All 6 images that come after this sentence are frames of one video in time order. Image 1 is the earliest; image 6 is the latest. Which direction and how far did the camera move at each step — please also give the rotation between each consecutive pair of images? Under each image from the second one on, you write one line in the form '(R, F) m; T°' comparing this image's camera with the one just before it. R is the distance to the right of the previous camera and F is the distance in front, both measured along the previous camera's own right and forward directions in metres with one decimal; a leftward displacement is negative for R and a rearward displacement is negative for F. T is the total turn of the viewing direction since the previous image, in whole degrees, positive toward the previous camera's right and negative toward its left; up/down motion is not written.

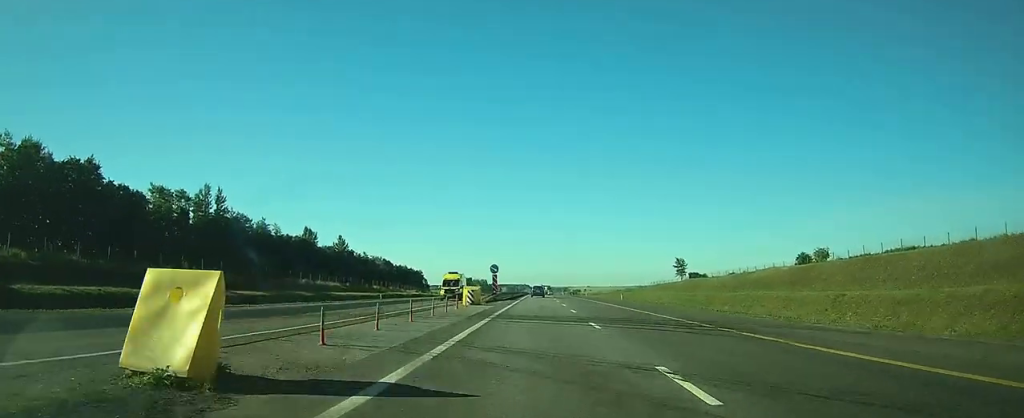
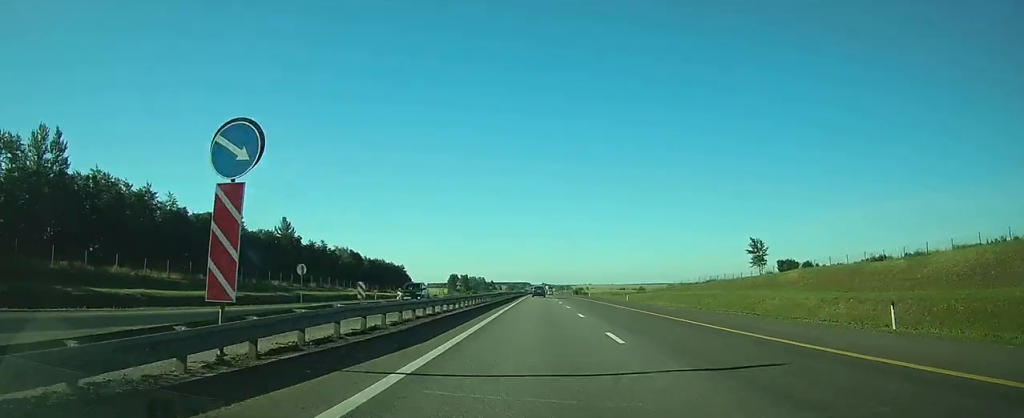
(-0.1, +53.4) m; 0°
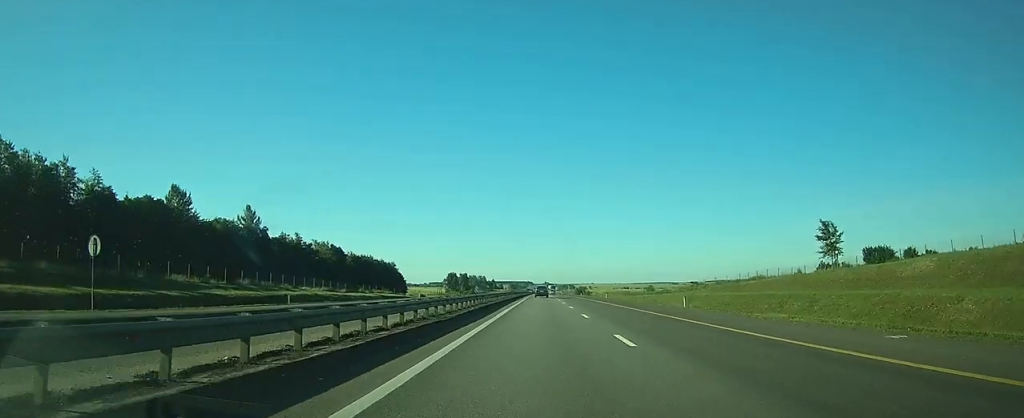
(0.0, +24.7) m; 0°
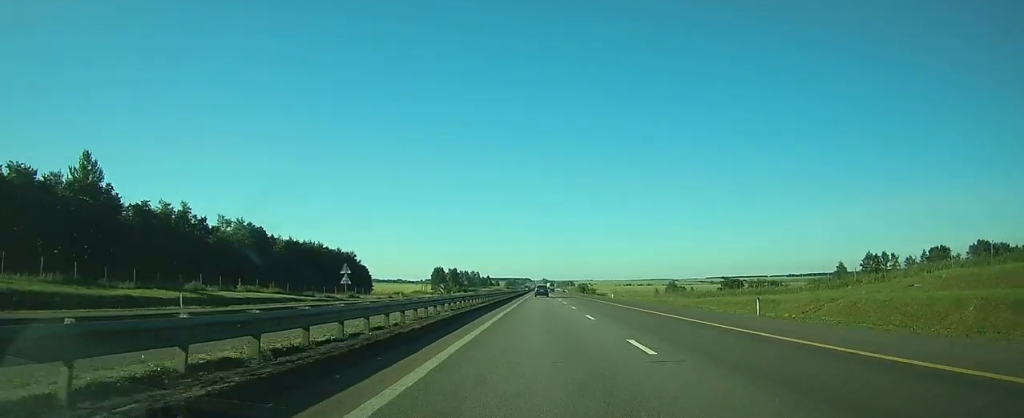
(0.0, +60.9) m; 0°
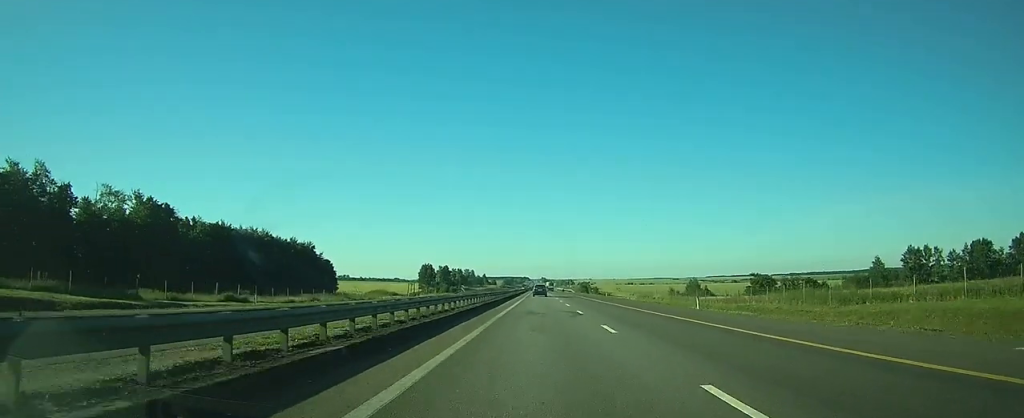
(0.0, +40.0) m; 0°
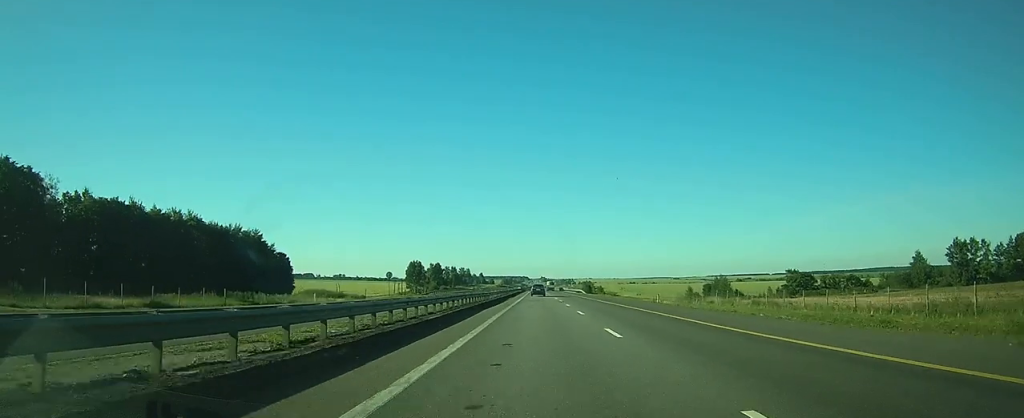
(0.0, +33.0) m; 0°
